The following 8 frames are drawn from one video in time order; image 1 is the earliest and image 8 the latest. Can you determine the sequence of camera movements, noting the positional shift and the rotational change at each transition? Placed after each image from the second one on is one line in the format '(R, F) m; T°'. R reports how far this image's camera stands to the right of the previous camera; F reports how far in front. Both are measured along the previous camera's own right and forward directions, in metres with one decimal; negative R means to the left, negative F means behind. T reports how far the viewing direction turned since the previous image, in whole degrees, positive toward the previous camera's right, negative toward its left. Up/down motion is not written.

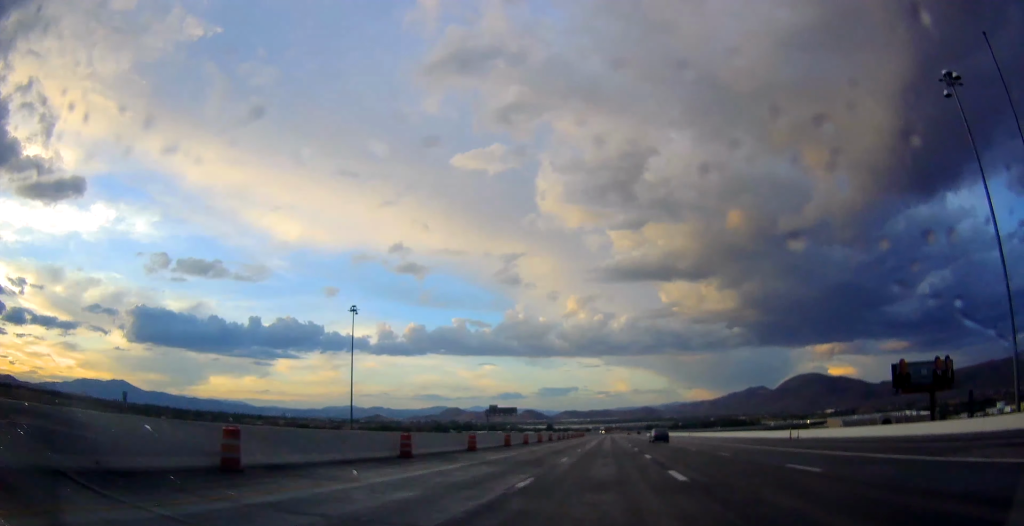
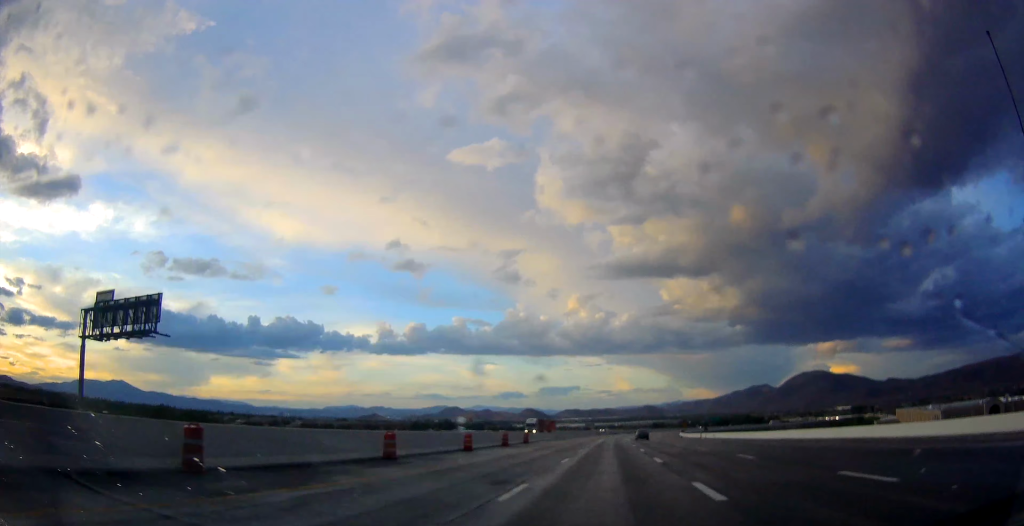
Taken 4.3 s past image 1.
(+1.7, +134.3) m; +5°
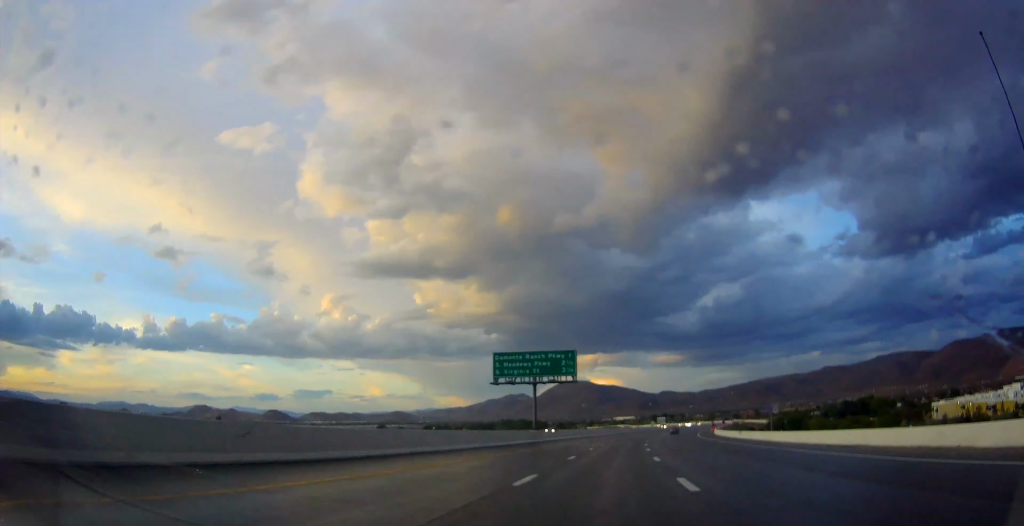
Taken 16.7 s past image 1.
(+59.0, +367.8) m; +21°
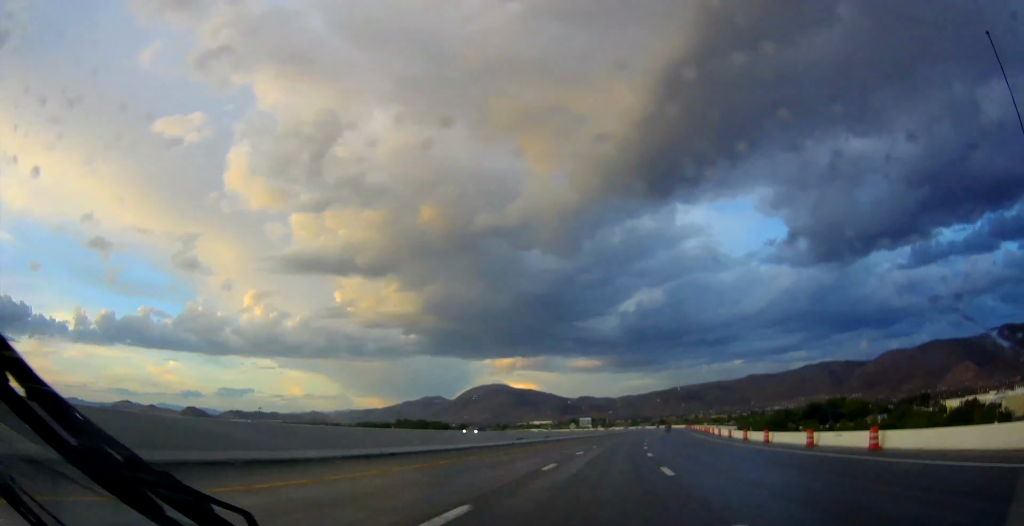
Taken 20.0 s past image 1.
(+11.2, +99.2) m; +3°
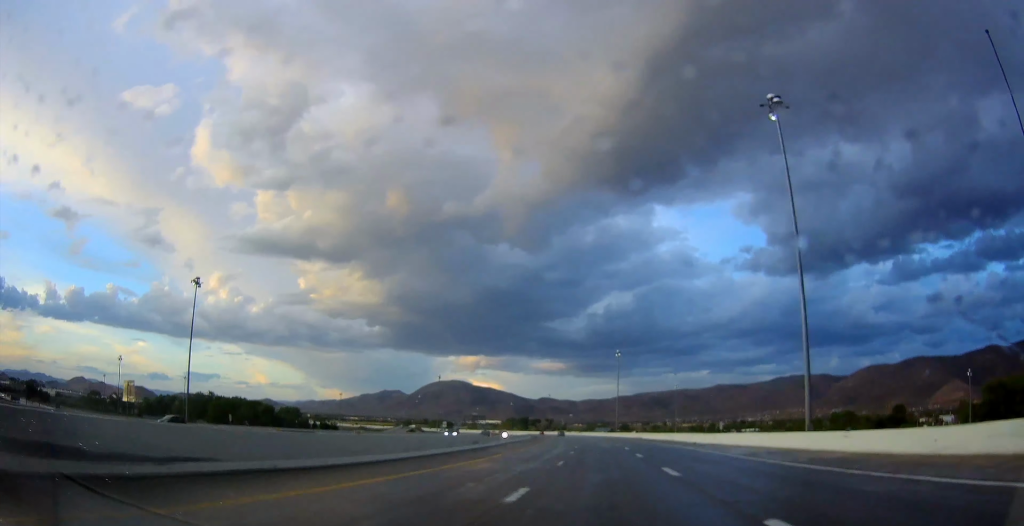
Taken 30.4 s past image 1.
(+17.1, +310.1) m; -2°
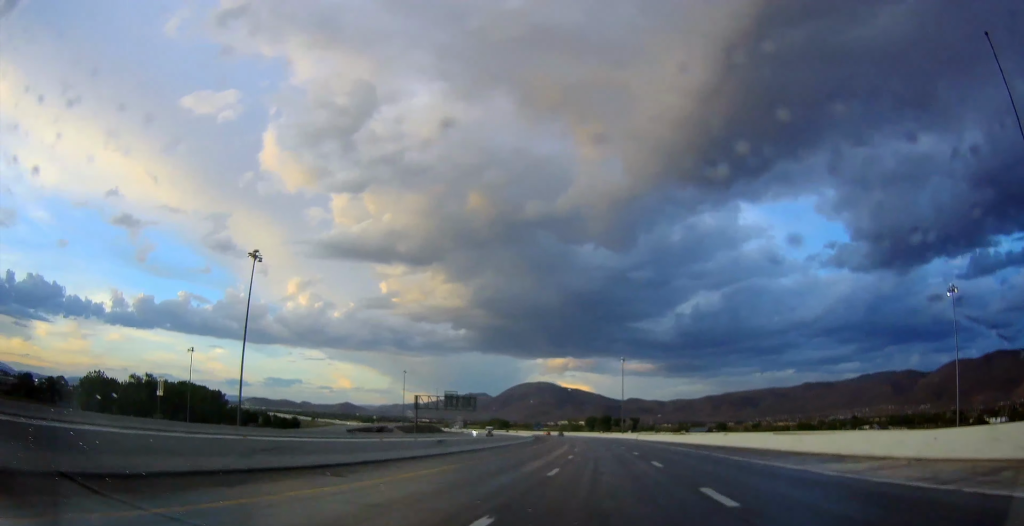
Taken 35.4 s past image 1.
(-11.6, +149.4) m; -7°
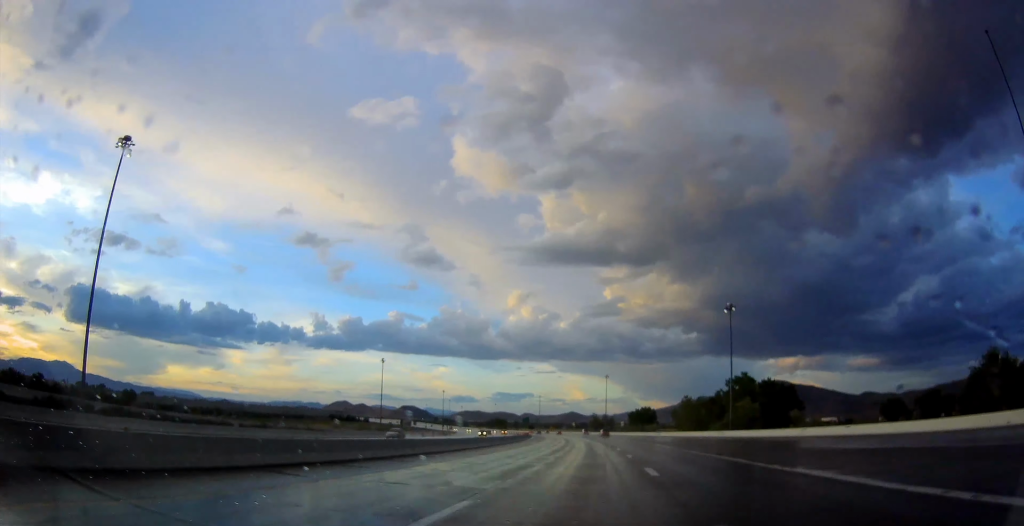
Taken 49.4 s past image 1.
(-80.2, +409.4) m; -23°
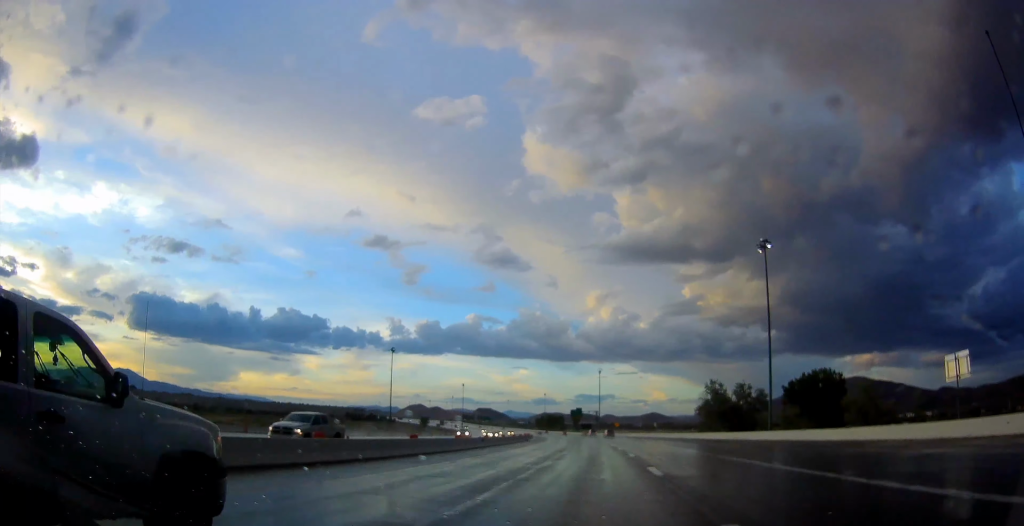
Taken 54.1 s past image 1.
(-8.7, +139.4) m; -7°
